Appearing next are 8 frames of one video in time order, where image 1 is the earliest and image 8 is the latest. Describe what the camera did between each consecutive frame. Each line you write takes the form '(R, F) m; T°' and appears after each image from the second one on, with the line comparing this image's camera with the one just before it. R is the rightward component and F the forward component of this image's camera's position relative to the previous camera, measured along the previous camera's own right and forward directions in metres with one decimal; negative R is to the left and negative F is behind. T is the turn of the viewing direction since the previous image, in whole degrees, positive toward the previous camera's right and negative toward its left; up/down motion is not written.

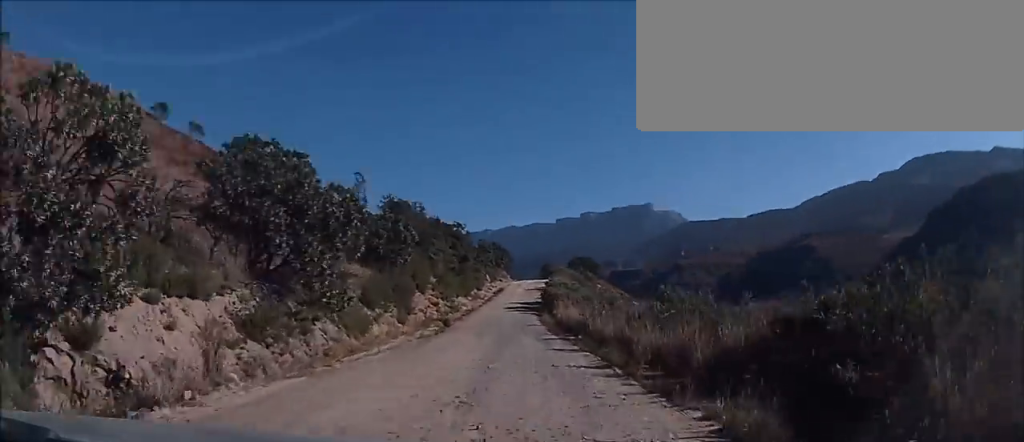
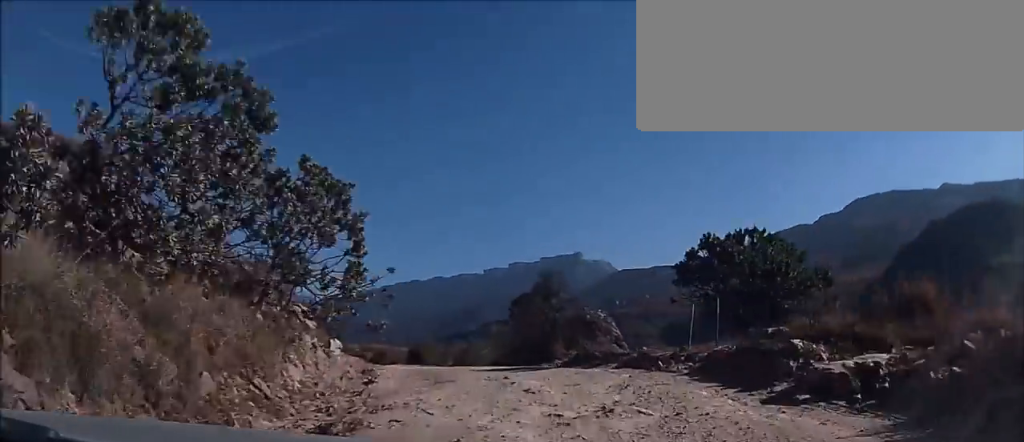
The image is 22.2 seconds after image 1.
(+3.6, +97.8) m; -1°
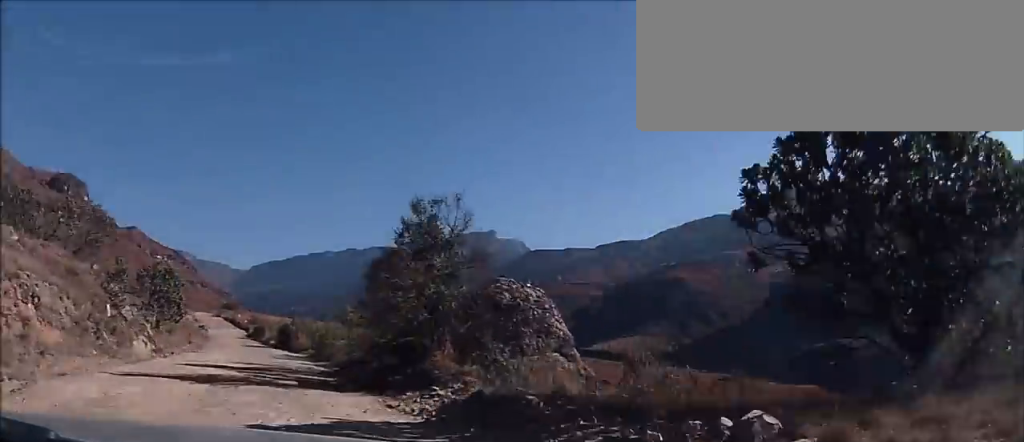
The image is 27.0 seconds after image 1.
(-1.3, +21.1) m; -4°
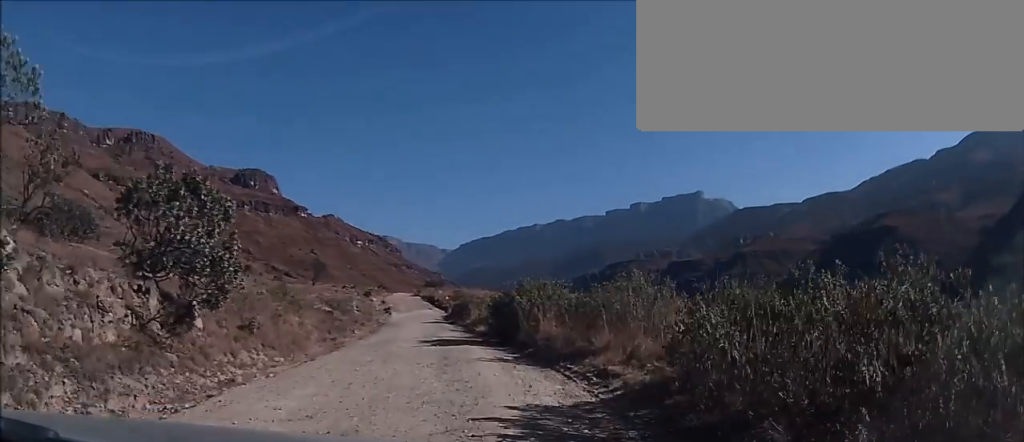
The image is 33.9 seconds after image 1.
(-1.5, +31.7) m; -5°
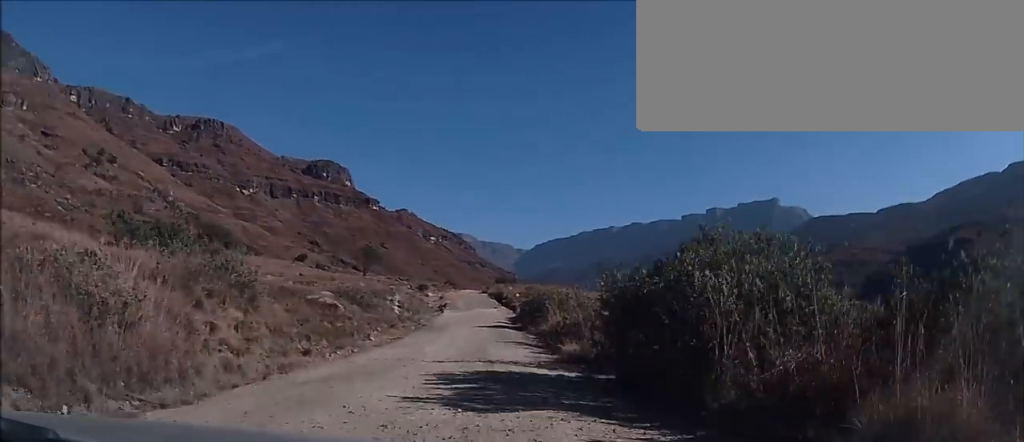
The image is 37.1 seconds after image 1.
(+0.1, +15.0) m; -2°
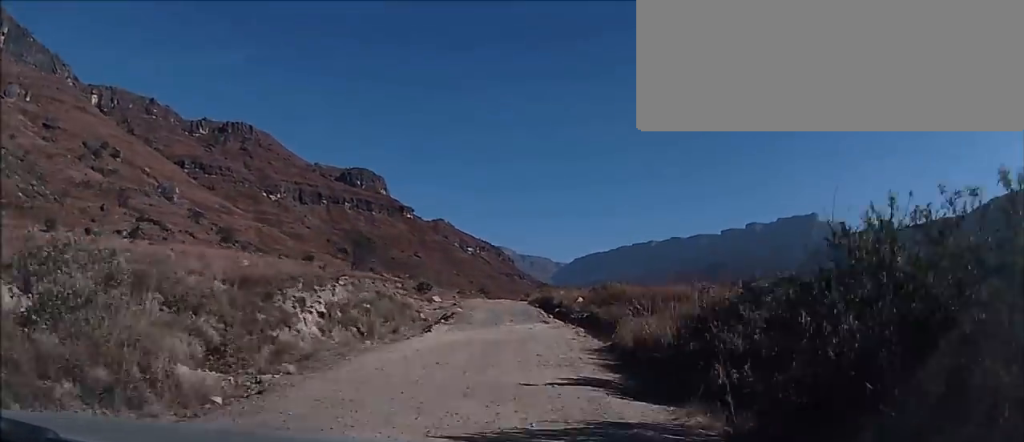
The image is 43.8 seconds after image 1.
(-1.3, +31.5) m; -3°
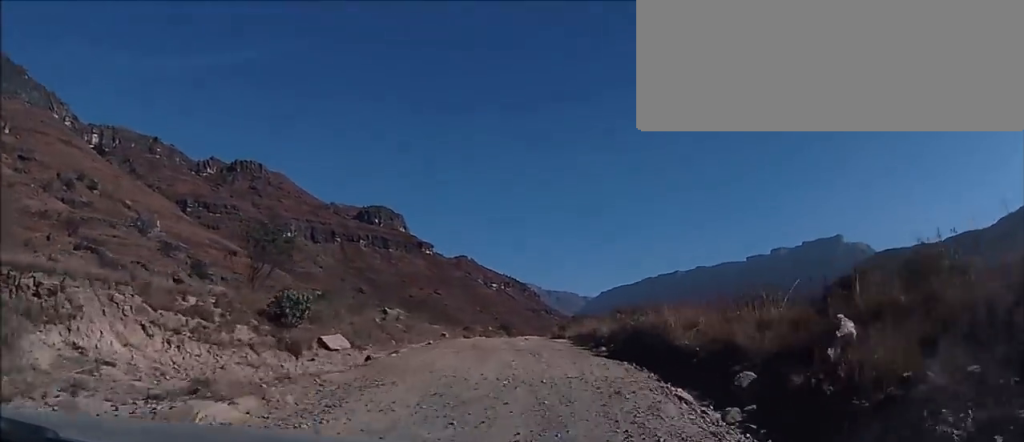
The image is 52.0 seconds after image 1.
(-1.0, +37.6) m; -2°
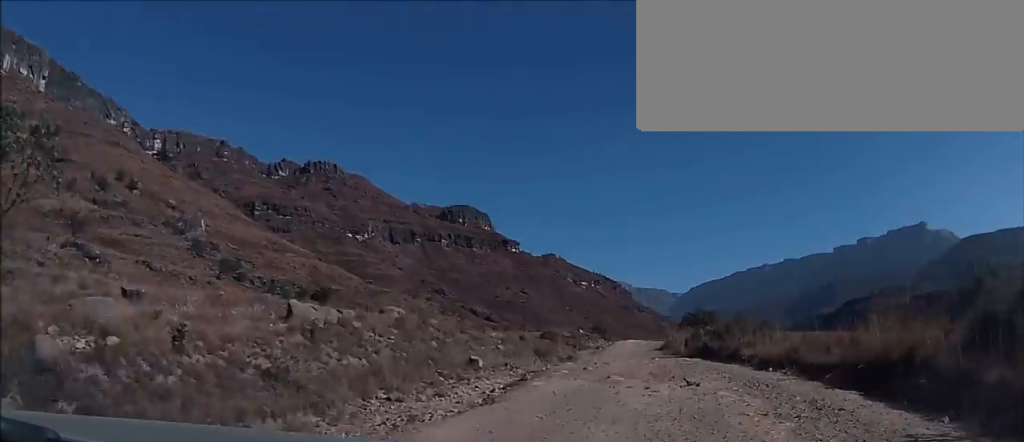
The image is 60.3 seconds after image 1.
(-0.3, +36.5) m; +1°
